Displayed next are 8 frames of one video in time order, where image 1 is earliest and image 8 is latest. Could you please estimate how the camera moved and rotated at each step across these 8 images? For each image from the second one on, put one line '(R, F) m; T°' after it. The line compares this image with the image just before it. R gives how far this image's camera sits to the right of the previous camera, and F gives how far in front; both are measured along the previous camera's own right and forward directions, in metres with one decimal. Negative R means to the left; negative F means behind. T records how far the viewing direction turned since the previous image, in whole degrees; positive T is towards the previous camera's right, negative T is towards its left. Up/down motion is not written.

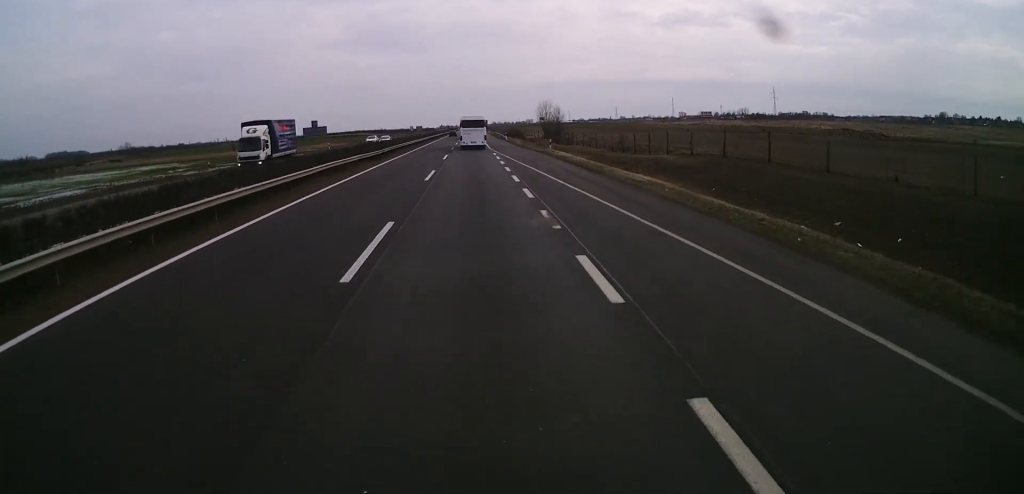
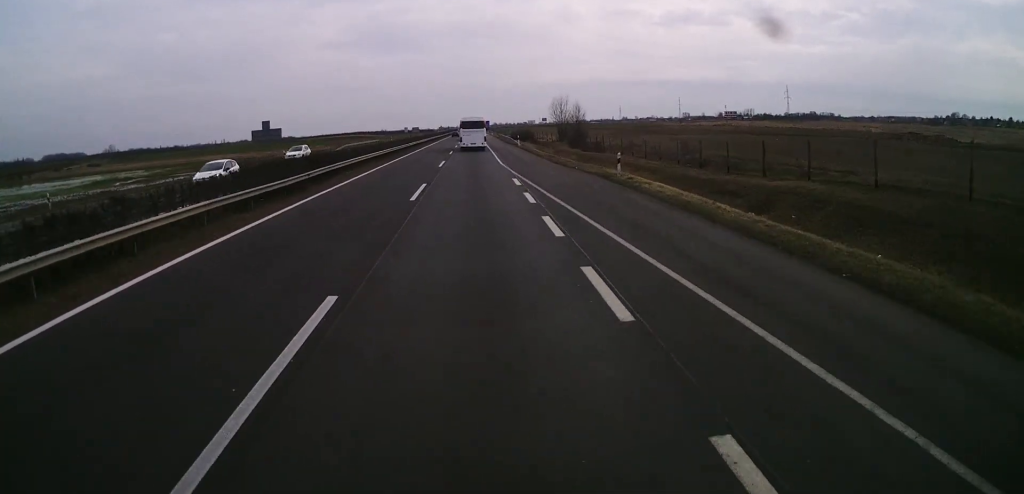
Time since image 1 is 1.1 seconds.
(0.0, +24.7) m; 0°
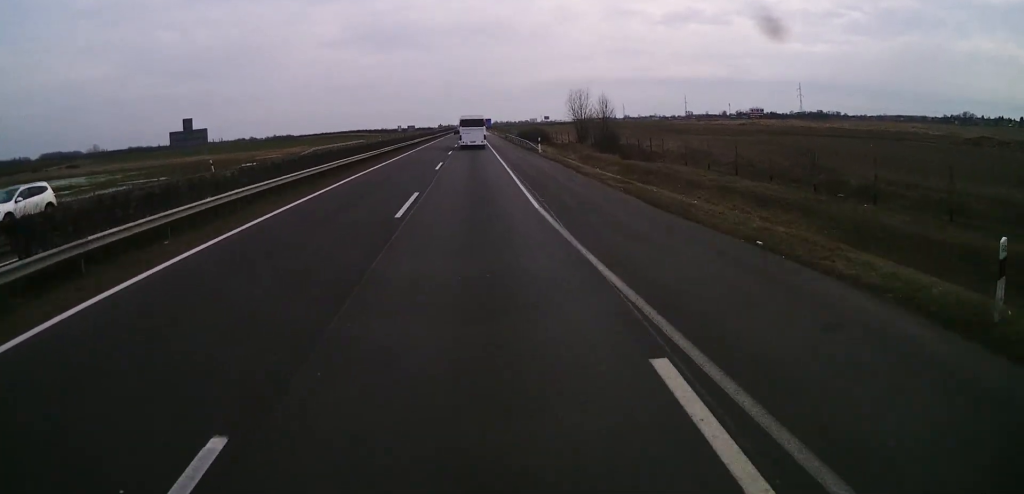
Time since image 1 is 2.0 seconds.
(-0.1, +22.2) m; 0°
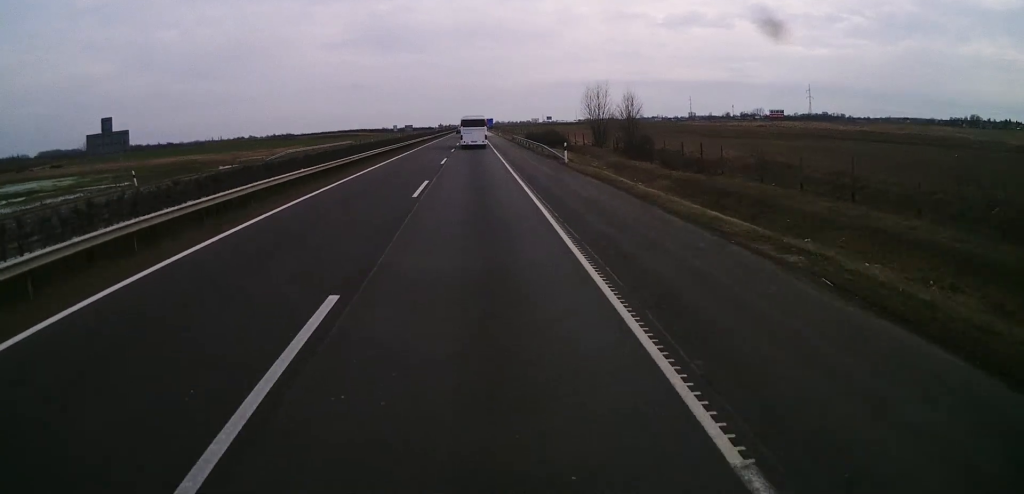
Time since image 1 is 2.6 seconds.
(0.0, +13.9) m; 0°
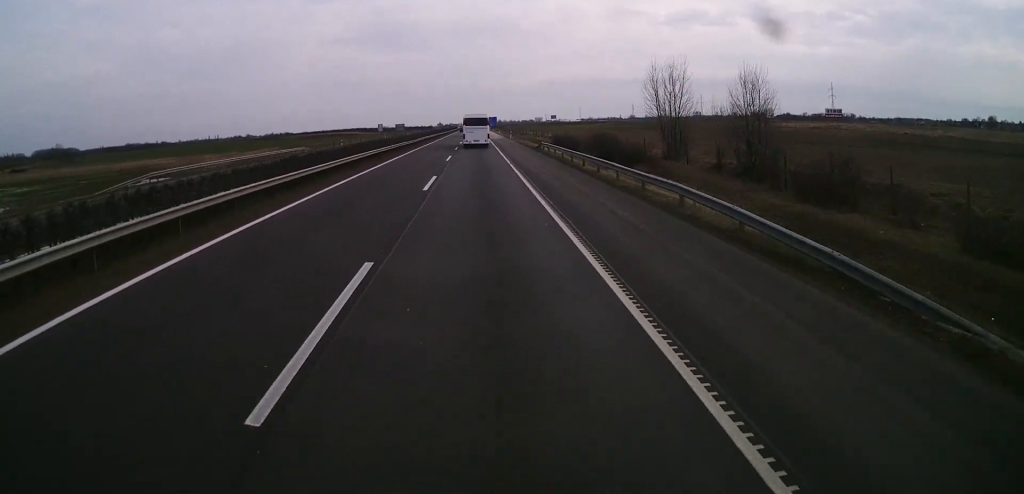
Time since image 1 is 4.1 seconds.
(+0.1, +34.0) m; -1°
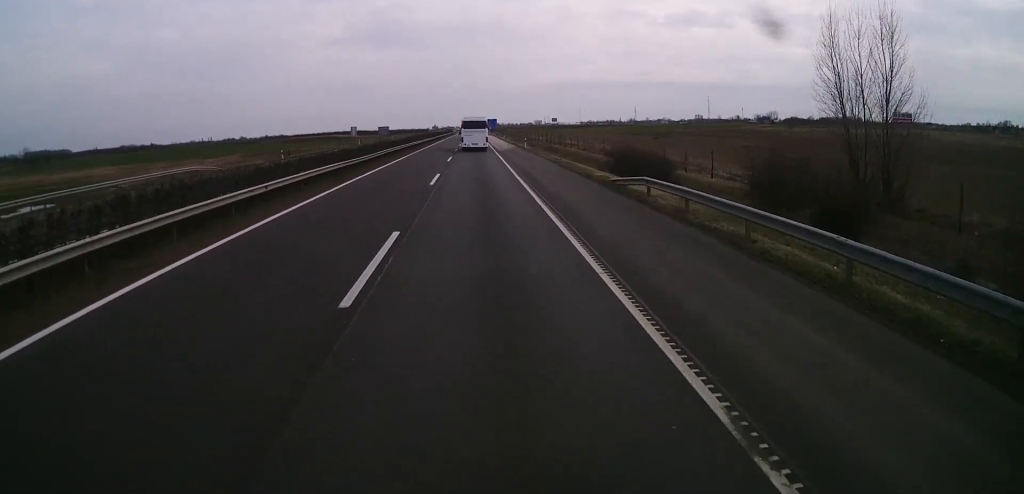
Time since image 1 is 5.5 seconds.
(-0.2, +32.6) m; 0°
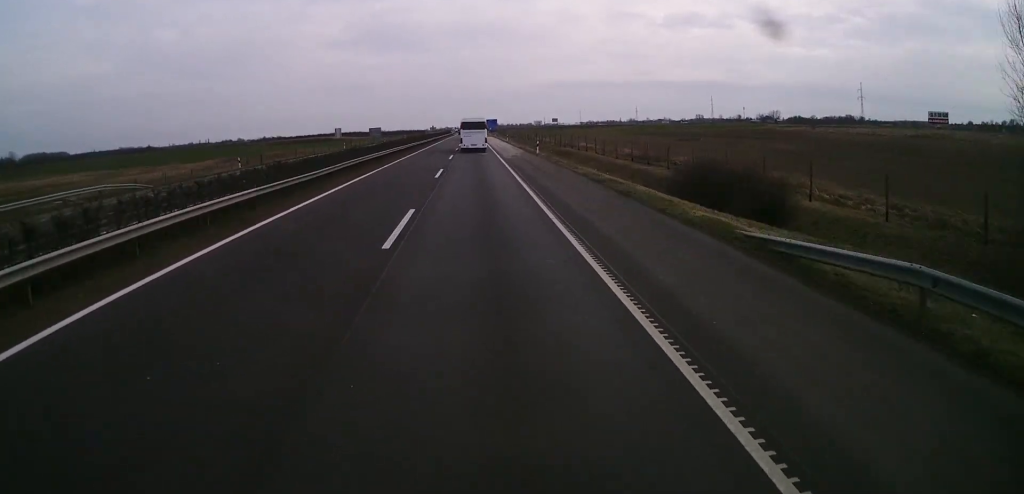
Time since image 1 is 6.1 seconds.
(+0.1, +13.9) m; 0°
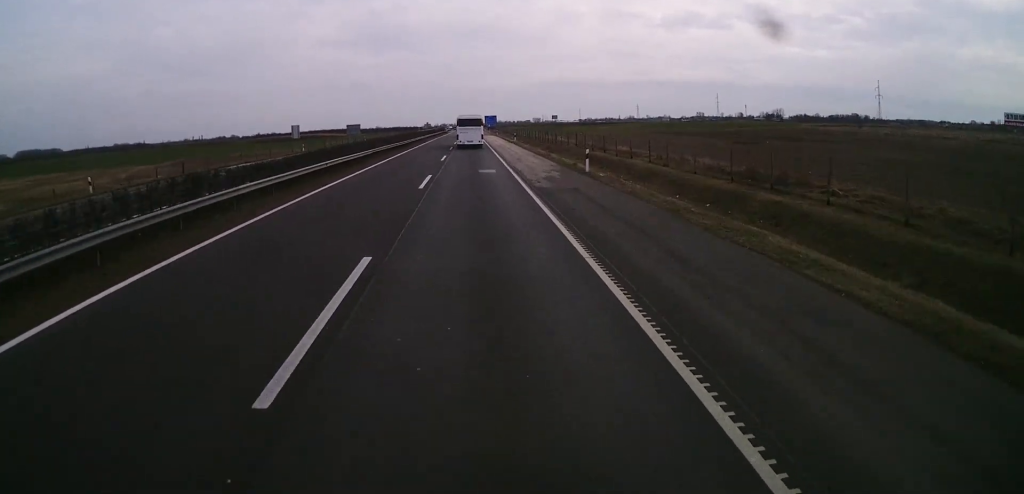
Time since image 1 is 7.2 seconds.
(0.0, +25.3) m; 0°
